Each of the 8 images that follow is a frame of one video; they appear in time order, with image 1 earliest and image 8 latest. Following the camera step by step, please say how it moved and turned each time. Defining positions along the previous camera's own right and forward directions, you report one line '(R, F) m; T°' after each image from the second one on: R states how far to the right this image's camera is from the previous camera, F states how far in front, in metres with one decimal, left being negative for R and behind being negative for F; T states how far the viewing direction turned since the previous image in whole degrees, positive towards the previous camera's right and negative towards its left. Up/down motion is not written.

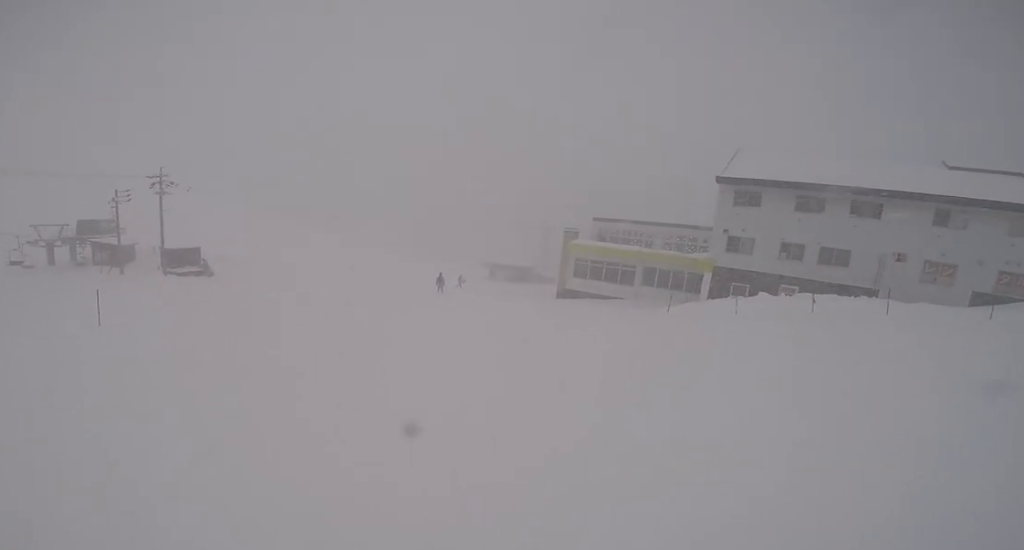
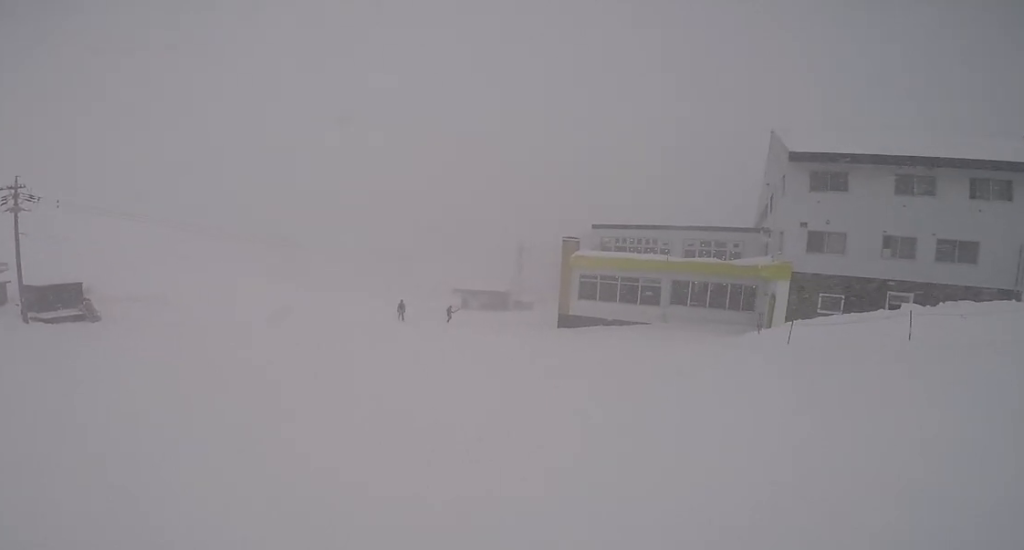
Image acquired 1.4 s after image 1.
(0.0, +10.4) m; +3°
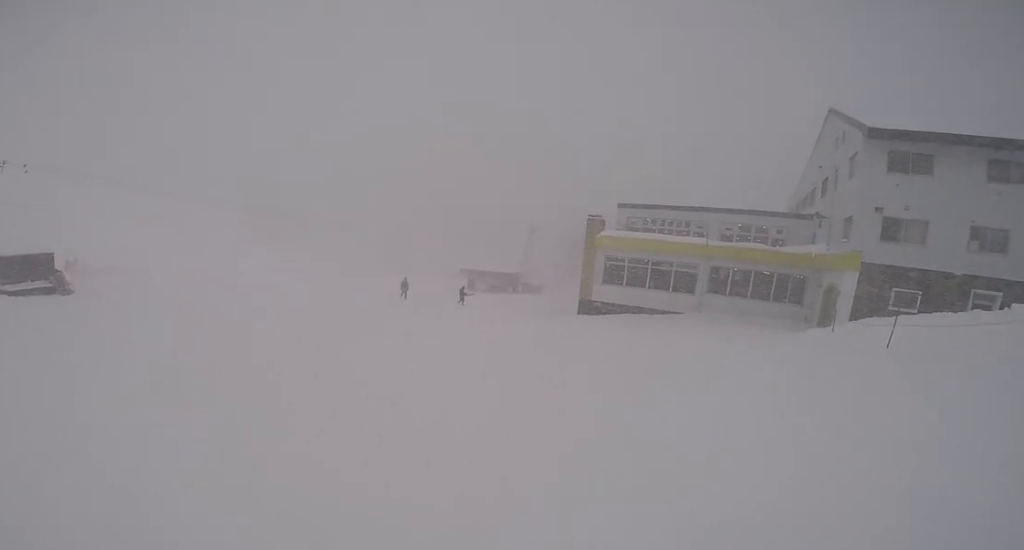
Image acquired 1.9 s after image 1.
(0.0, +3.3) m; +1°
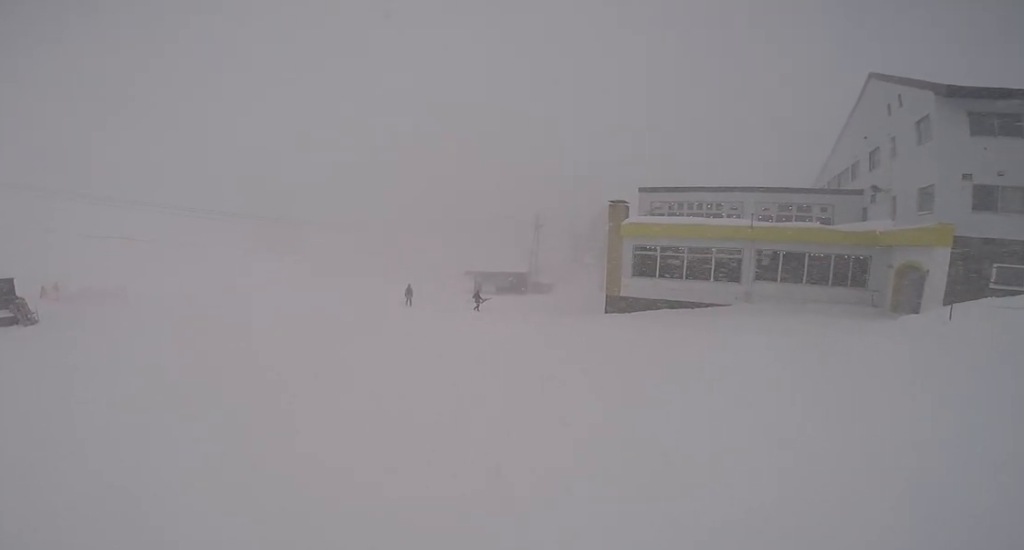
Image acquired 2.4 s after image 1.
(+0.2, +3.7) m; 0°
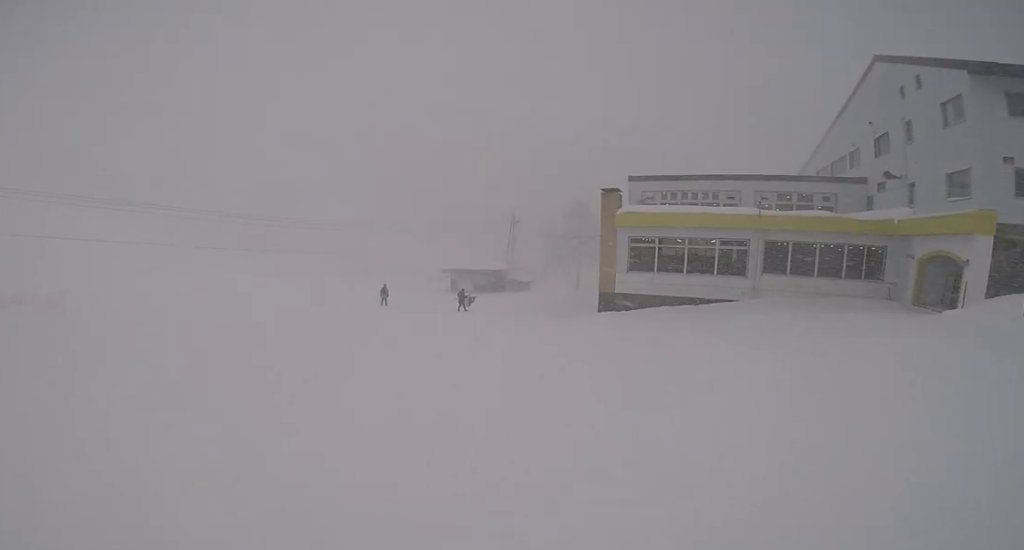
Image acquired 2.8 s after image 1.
(+0.1, +3.0) m; +1°
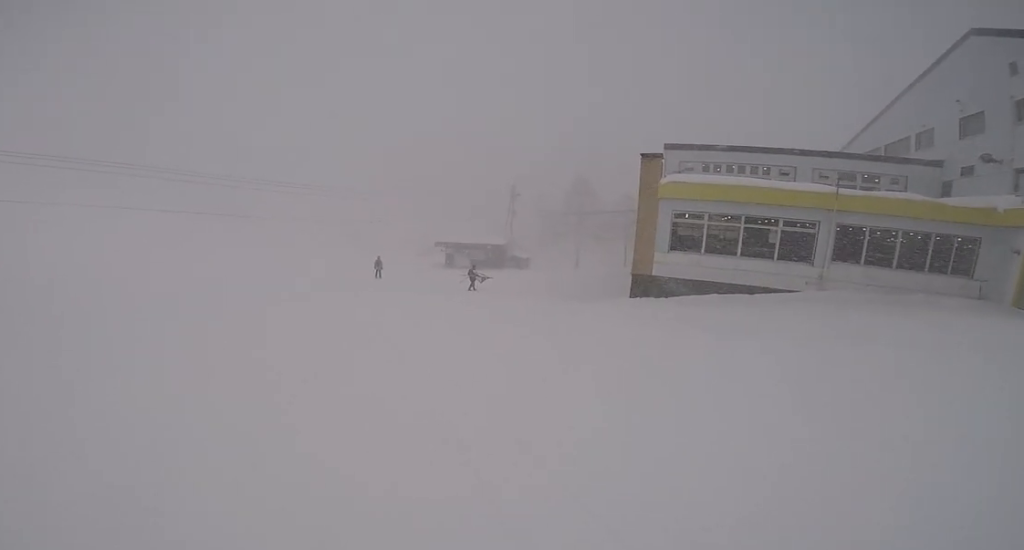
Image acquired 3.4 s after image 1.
(-0.3, +4.2) m; +4°
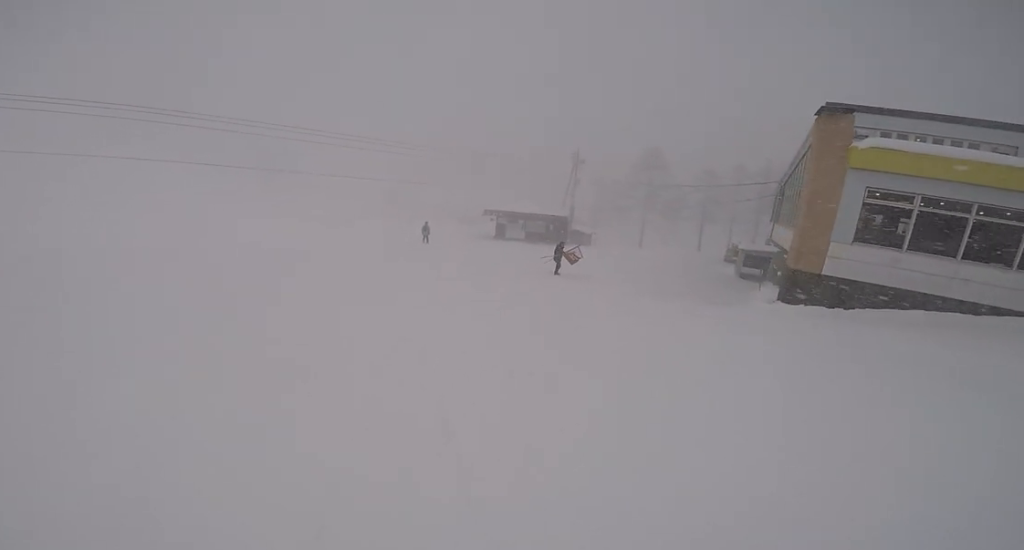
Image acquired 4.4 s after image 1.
(+0.6, +6.1) m; +2°
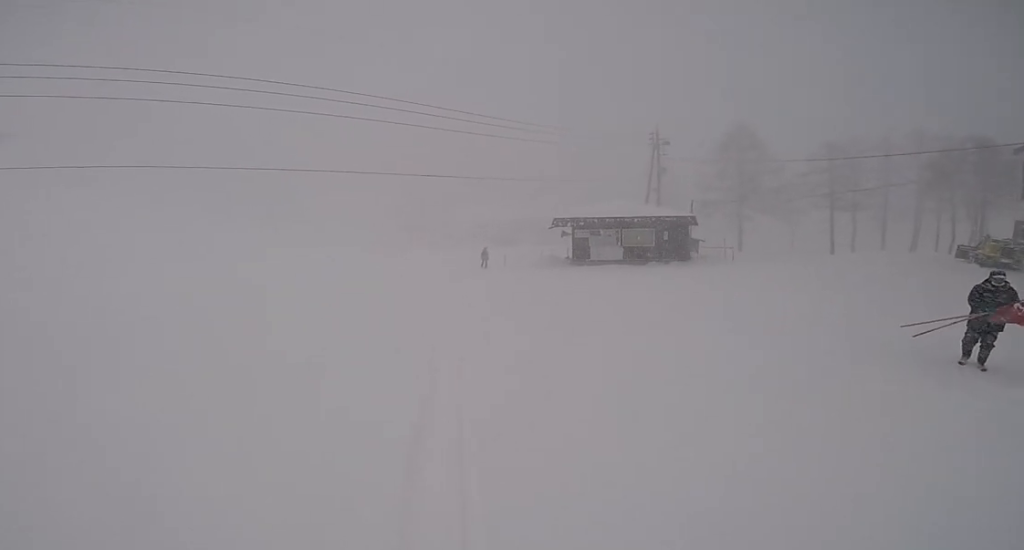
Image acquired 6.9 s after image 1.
(-0.6, +14.7) m; -3°
